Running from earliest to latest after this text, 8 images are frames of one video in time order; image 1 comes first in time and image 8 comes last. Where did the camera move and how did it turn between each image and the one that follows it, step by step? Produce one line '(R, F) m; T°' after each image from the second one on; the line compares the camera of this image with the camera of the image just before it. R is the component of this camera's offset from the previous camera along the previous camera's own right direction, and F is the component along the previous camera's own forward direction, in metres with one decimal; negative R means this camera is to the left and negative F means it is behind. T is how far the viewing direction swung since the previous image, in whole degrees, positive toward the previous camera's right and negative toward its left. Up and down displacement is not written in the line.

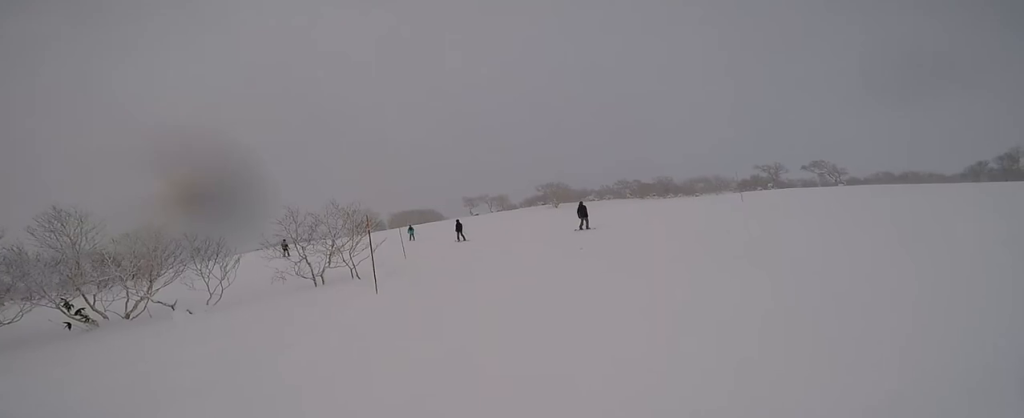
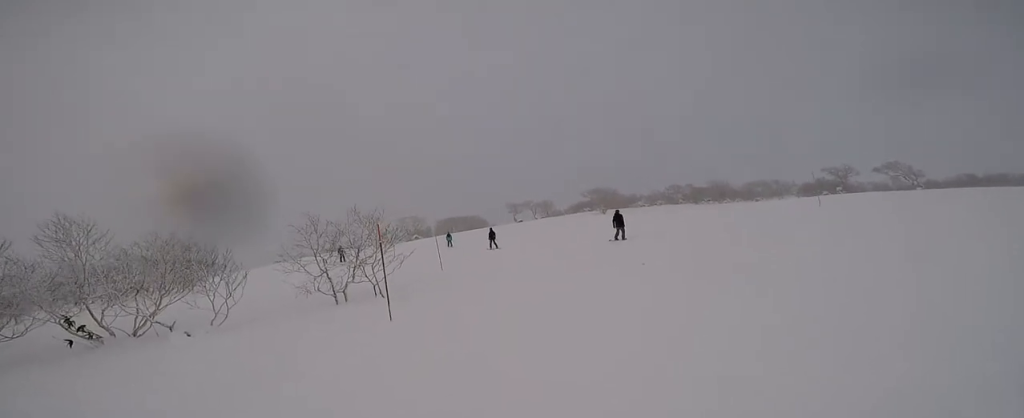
(+0.1, +1.8) m; -5°
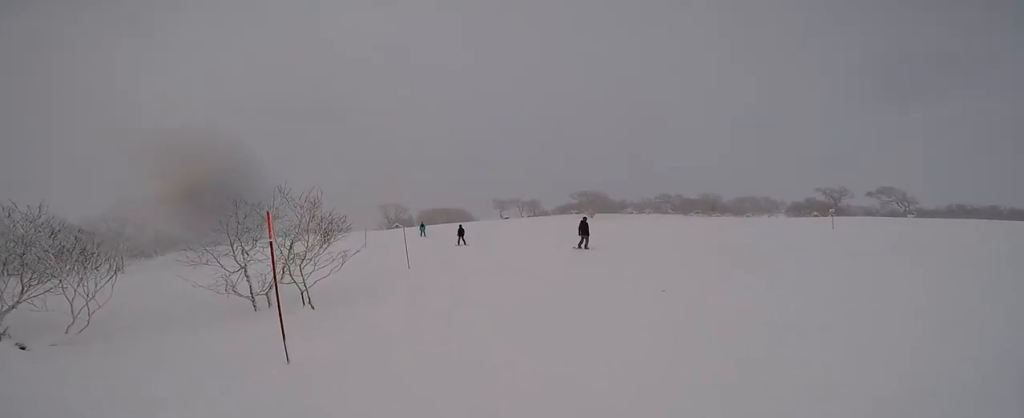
(+0.2, +2.6) m; -19°
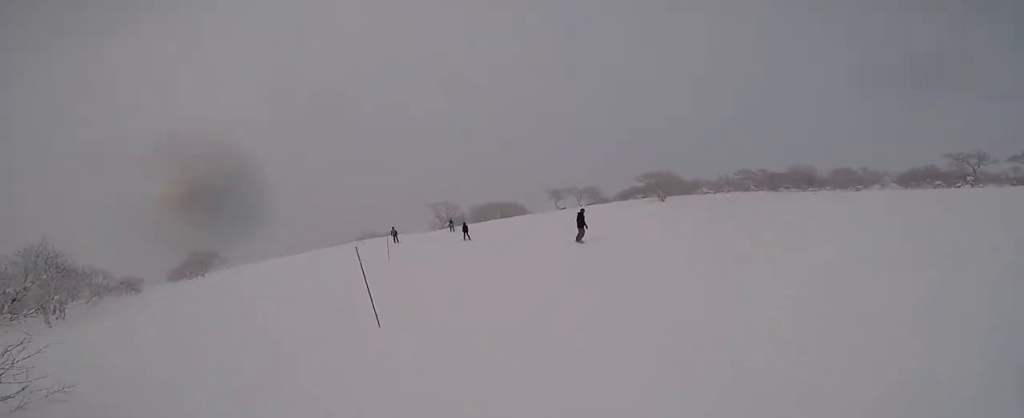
(-0.6, +7.9) m; -6°
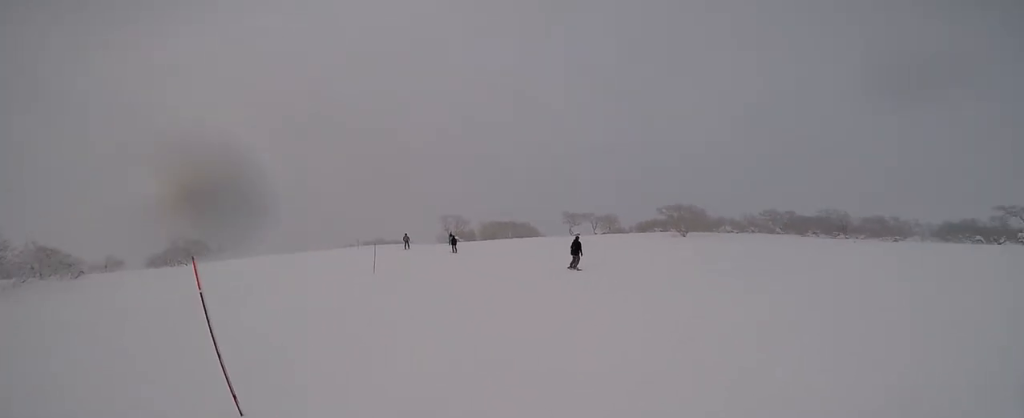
(-1.0, +4.2) m; -2°
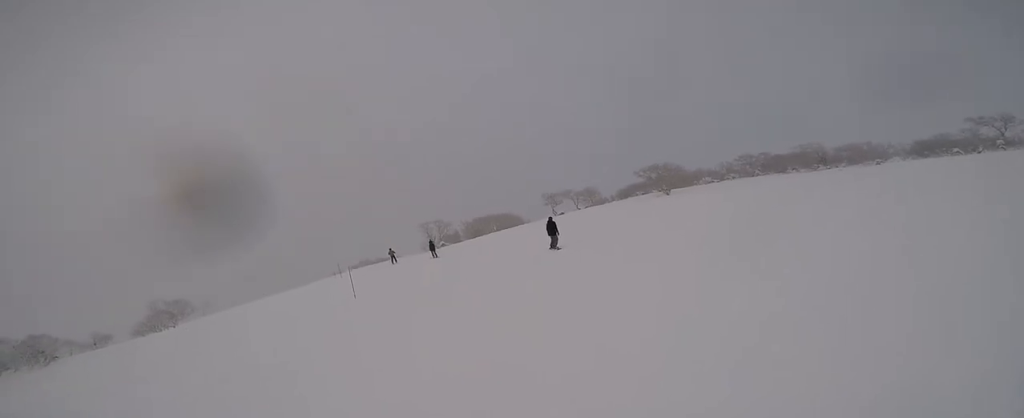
(-0.4, +1.7) m; +8°
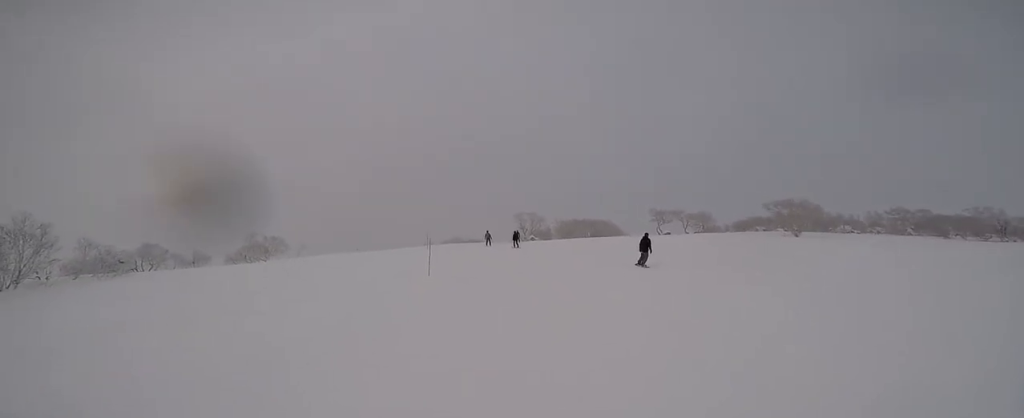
(+1.1, +2.7) m; -2°
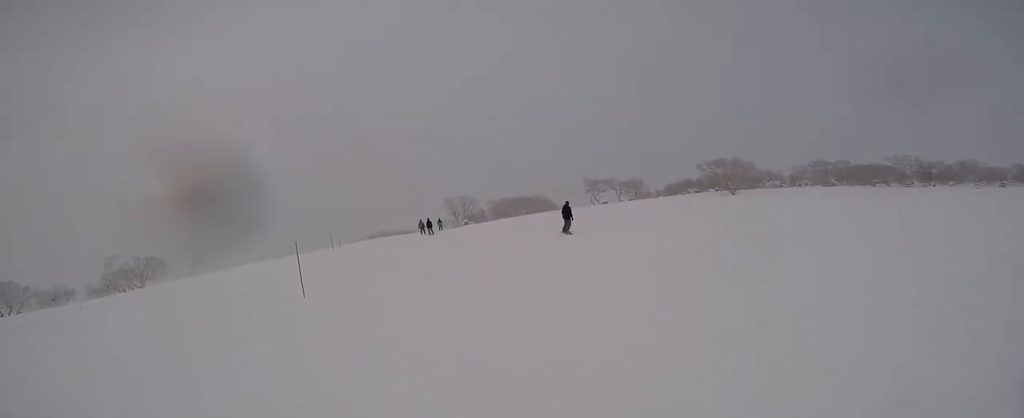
(-1.4, +5.1) m; -22°
